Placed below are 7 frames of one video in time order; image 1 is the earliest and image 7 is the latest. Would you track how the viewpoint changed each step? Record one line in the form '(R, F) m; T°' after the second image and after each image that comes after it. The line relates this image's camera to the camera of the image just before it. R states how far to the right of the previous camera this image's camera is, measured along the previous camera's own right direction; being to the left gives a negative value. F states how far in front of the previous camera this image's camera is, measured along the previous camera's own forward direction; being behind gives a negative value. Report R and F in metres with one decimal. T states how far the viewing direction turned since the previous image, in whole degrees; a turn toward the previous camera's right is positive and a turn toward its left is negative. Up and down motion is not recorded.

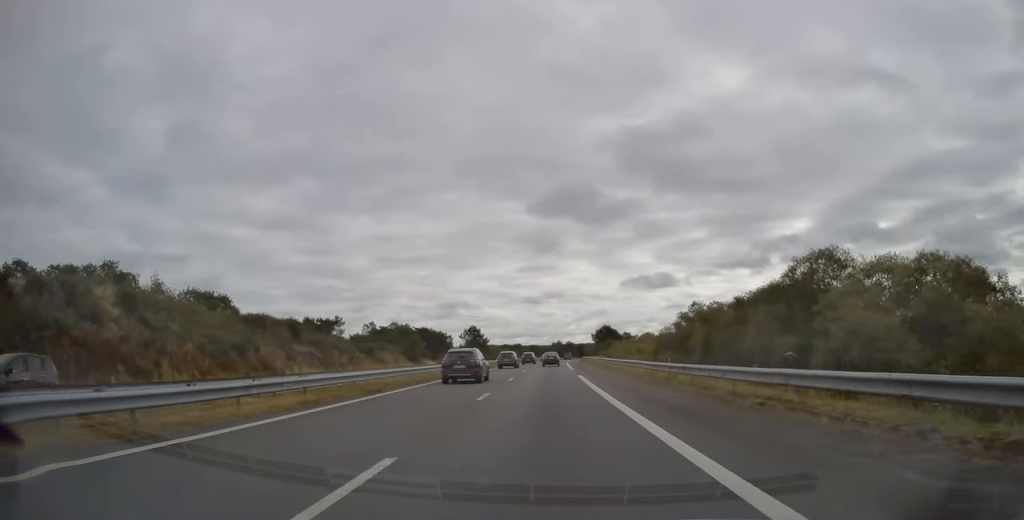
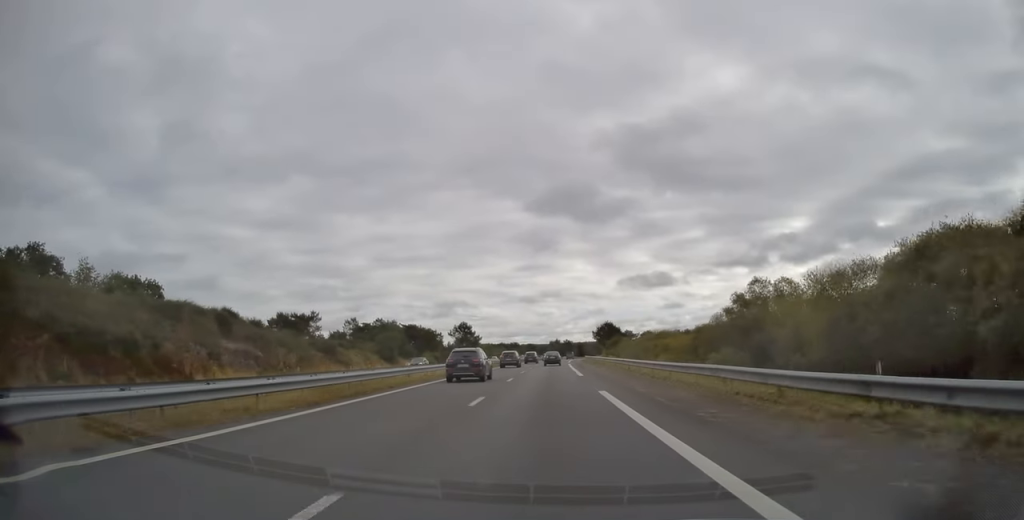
(+0.2, +15.0) m; 0°
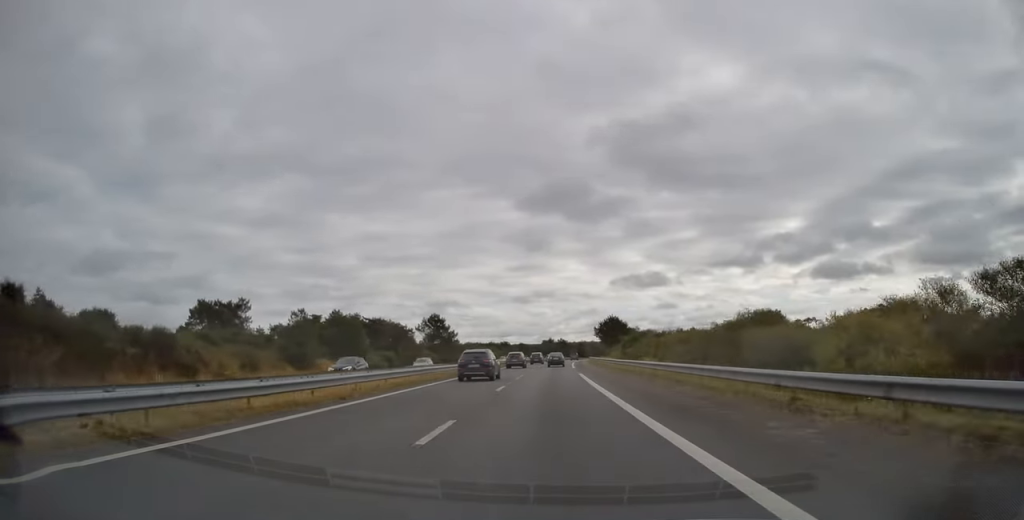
(-0.3, +32.5) m; +1°
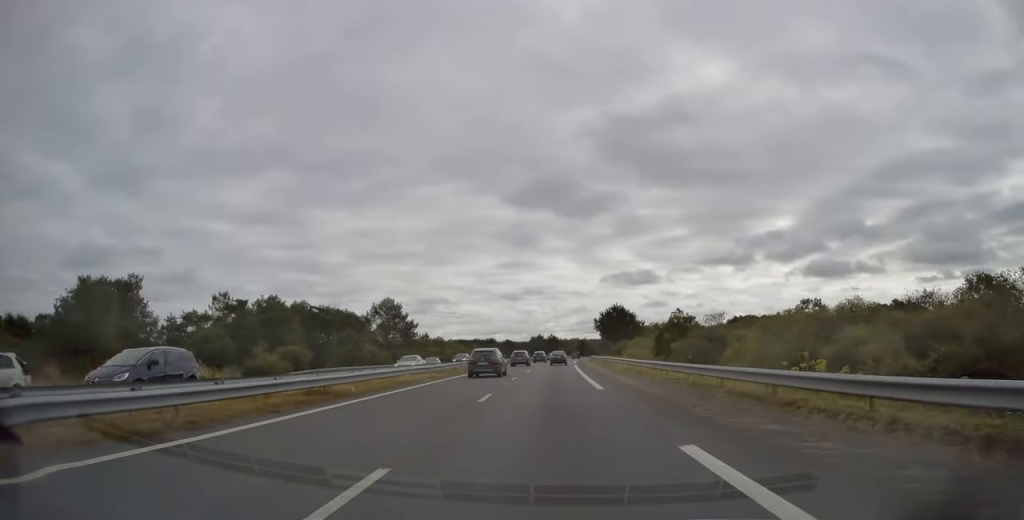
(+0.7, +31.0) m; +1°
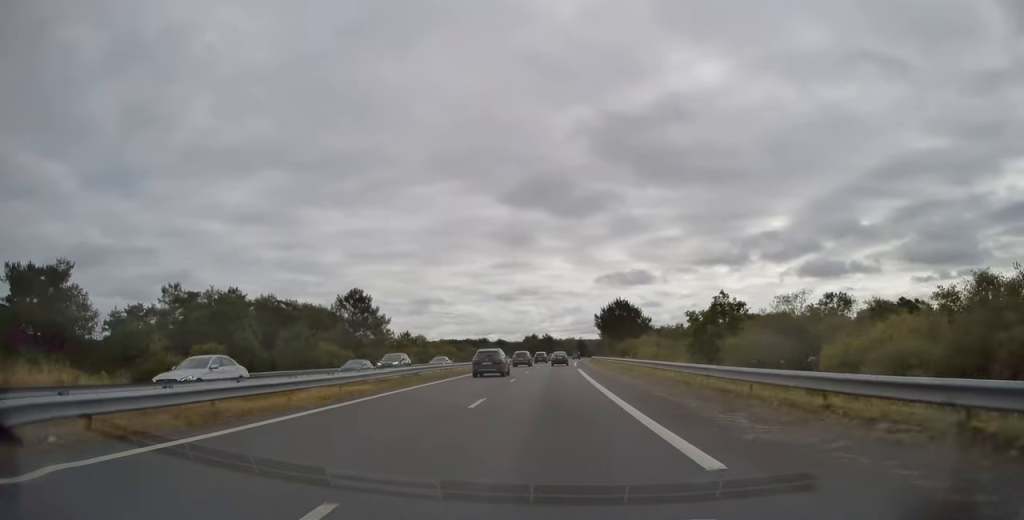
(-0.1, +14.5) m; 0°
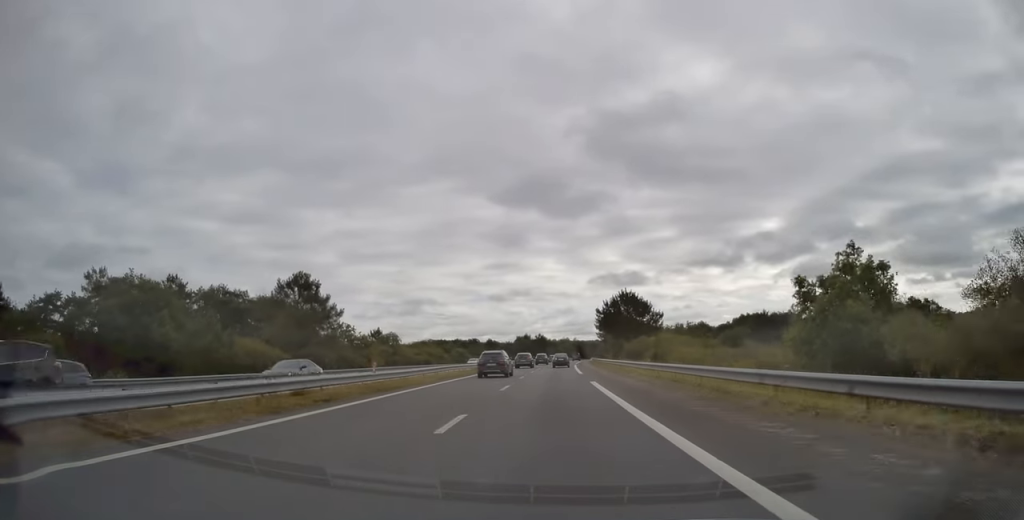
(-0.3, +17.5) m; 0°
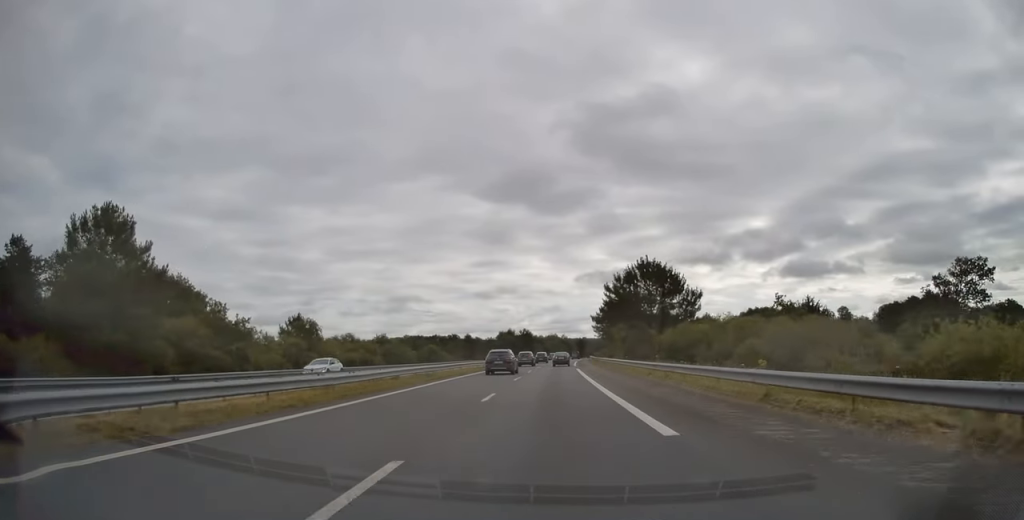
(+0.5, +31.5) m; +2°
